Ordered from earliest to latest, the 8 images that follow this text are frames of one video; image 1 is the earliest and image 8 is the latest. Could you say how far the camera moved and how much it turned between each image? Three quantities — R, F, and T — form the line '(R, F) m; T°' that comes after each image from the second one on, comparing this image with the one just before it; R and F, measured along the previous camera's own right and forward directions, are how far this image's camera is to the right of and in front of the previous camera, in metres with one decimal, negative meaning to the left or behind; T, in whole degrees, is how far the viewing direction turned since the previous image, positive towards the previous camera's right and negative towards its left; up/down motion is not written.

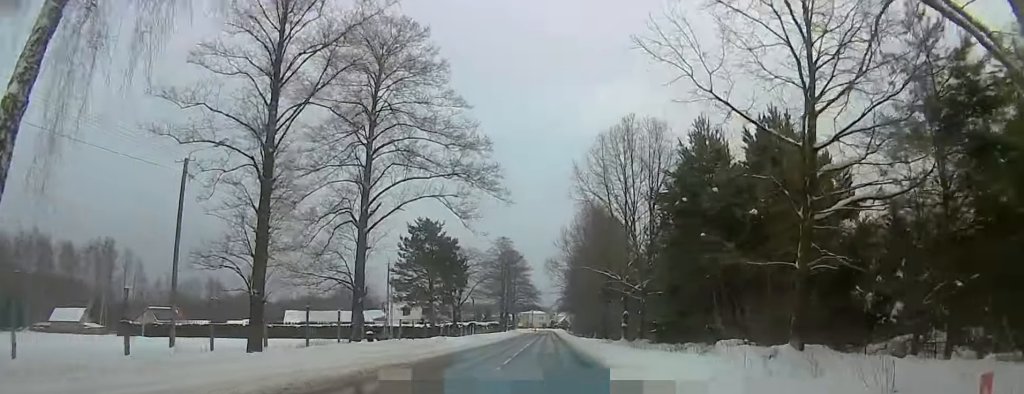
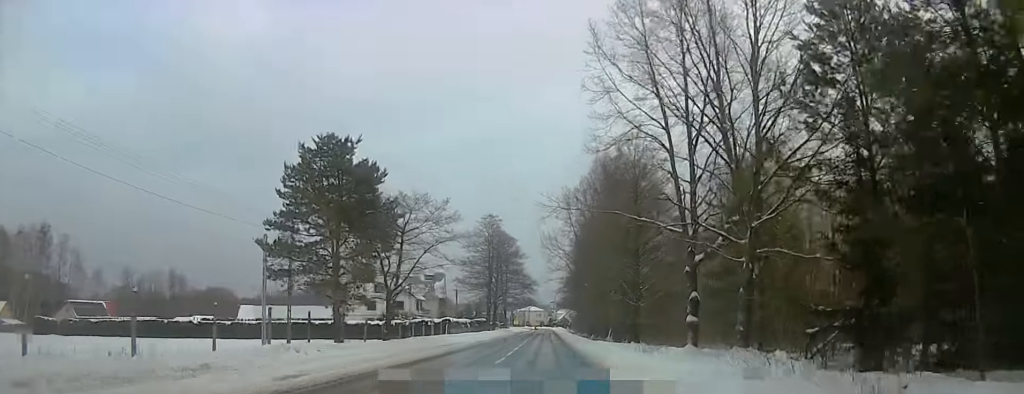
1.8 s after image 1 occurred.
(+0.6, +25.5) m; +1°
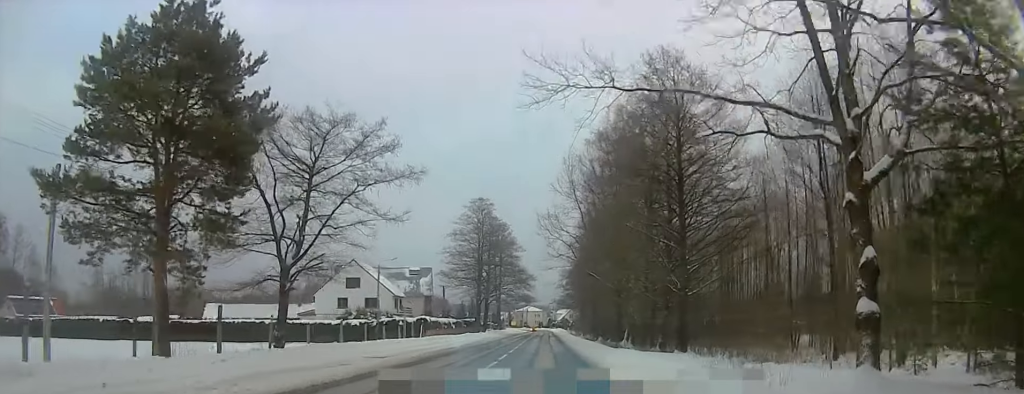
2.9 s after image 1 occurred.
(0.0, +15.2) m; 0°
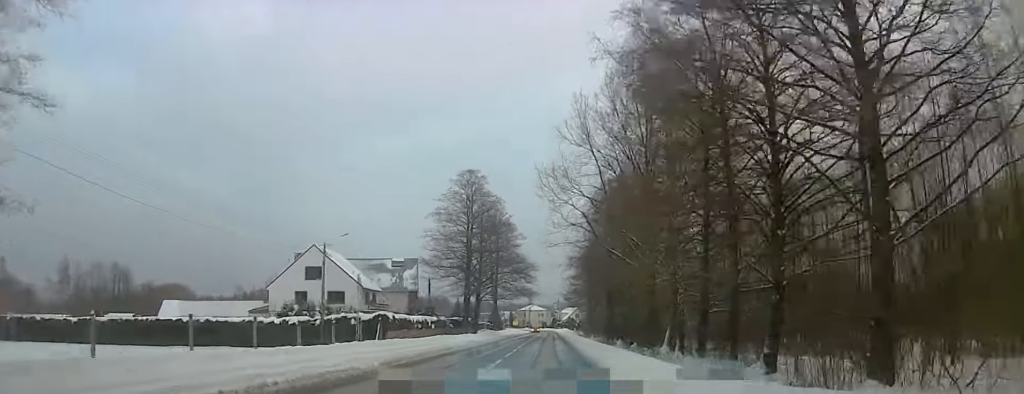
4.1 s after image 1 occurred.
(-0.2, +17.4) m; -1°
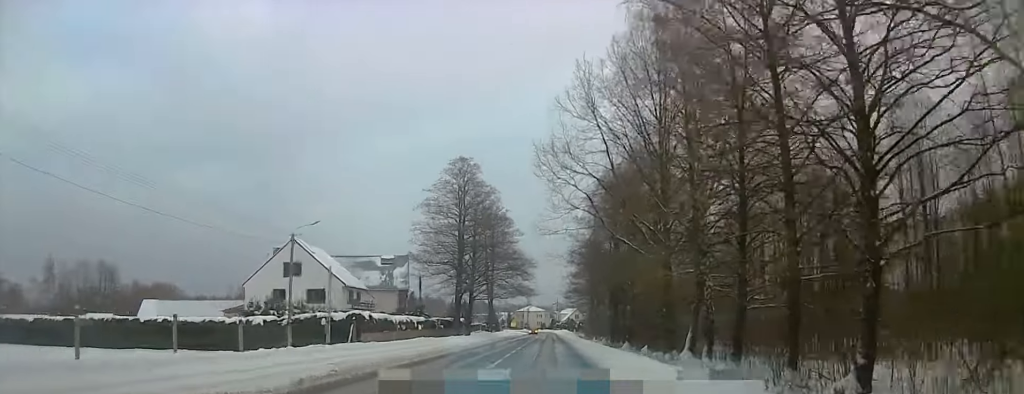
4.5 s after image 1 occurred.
(-0.2, +6.1) m; 0°
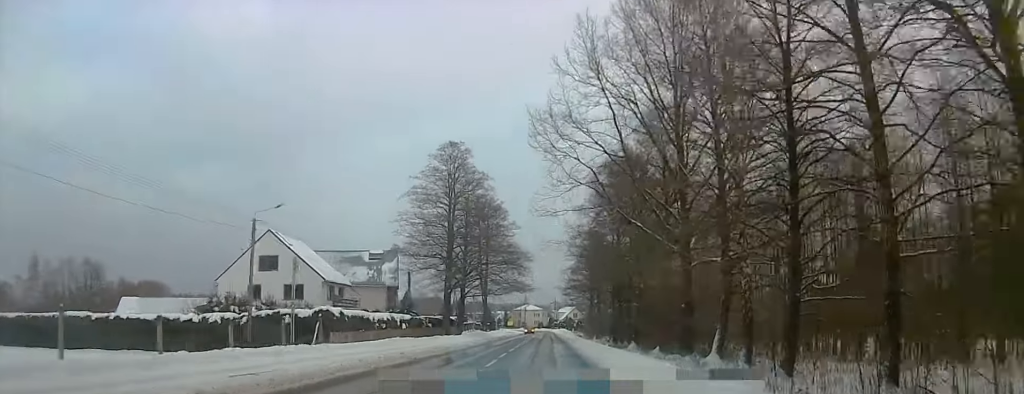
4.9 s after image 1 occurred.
(0.0, +5.7) m; +1°
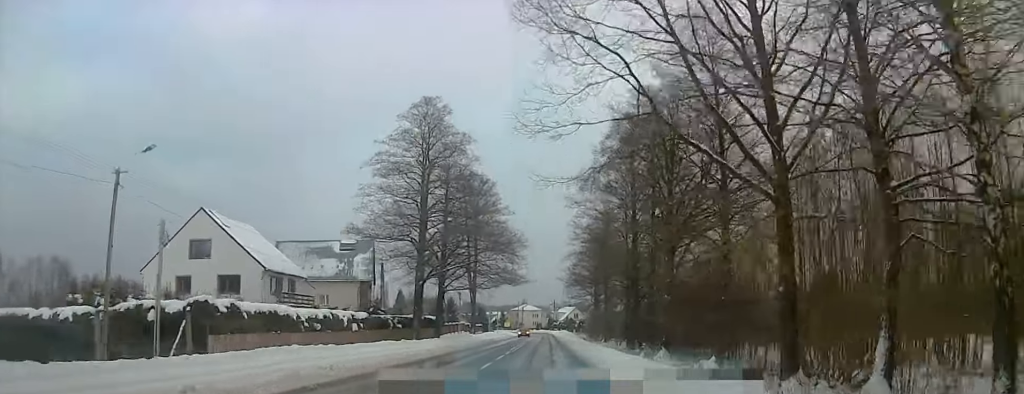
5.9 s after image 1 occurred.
(+0.3, +13.6) m; +2°
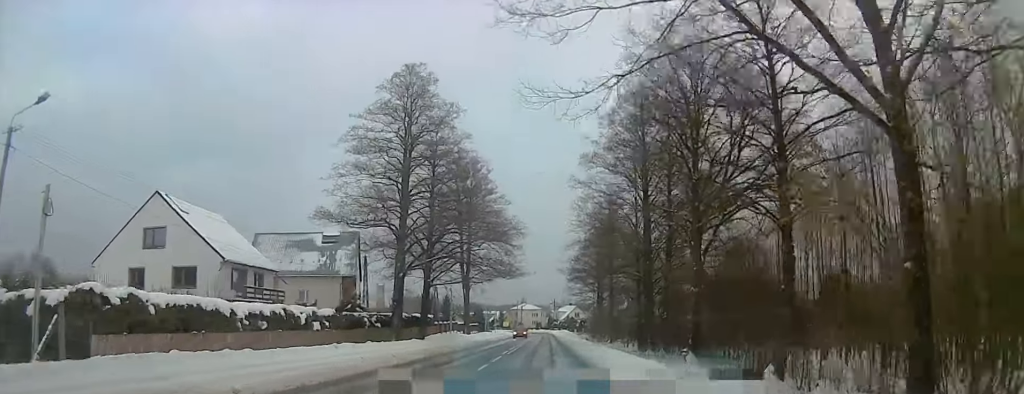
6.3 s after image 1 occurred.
(+0.2, +6.9) m; 0°
